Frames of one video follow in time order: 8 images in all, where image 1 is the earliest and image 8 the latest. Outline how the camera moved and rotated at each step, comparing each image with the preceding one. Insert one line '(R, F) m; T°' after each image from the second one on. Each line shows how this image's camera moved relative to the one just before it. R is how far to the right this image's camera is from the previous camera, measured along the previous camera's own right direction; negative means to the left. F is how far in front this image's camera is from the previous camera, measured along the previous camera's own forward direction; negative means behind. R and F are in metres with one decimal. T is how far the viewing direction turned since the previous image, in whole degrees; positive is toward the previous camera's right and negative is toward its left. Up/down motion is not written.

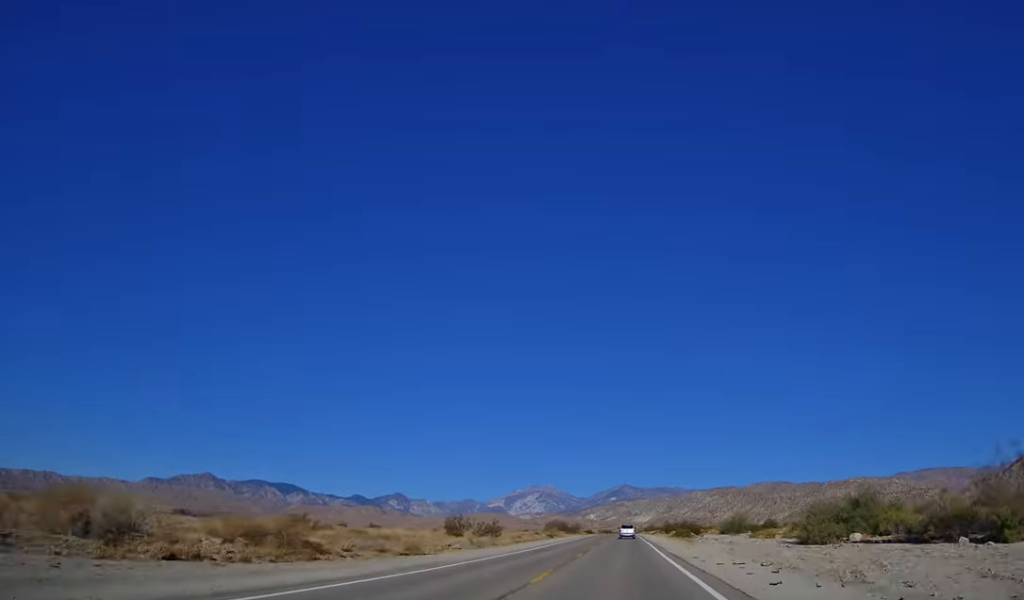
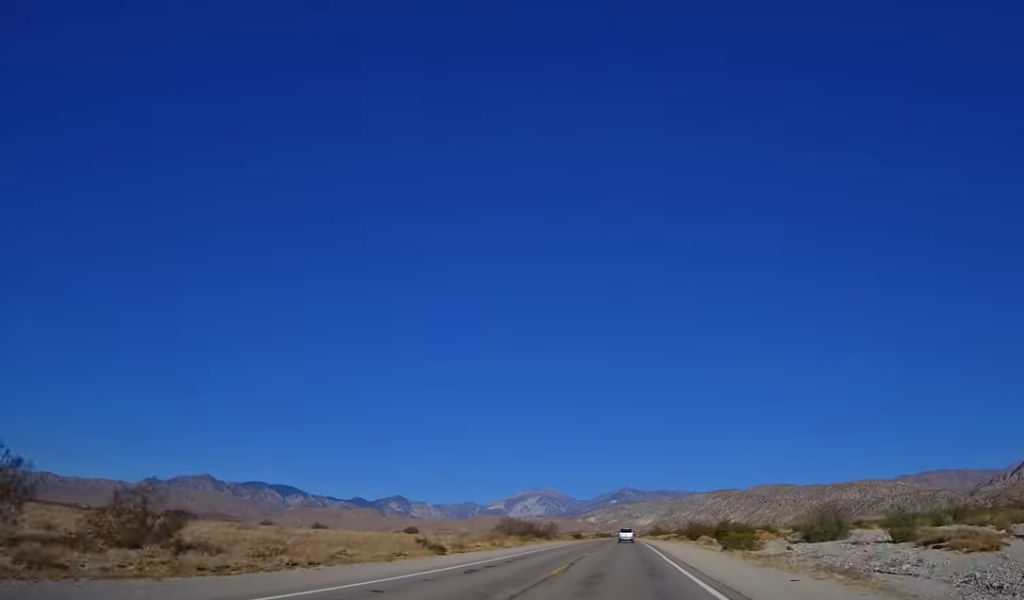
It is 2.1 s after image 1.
(-0.2, +52.5) m; -1°
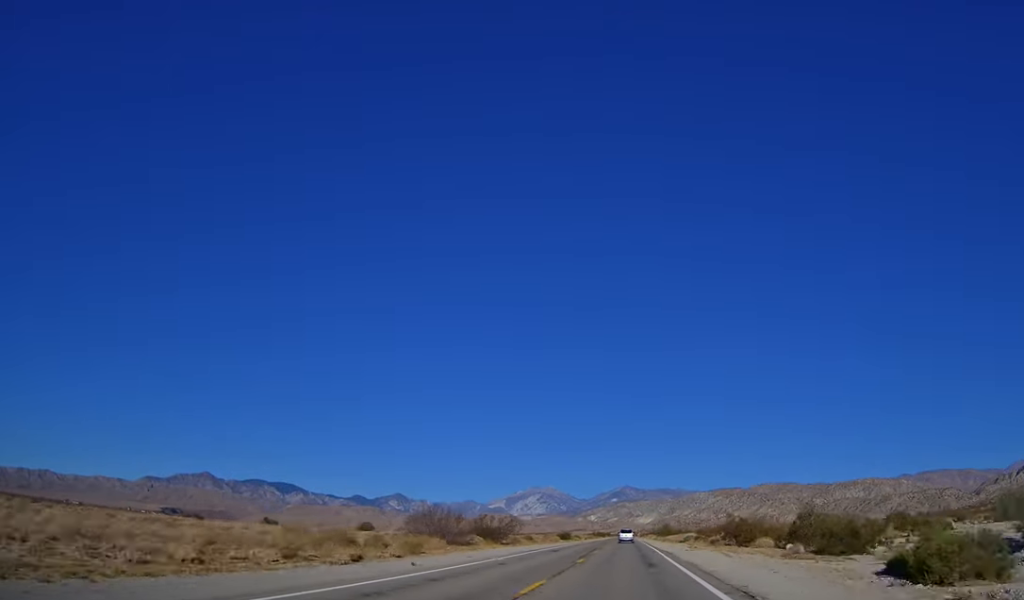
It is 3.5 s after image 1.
(-0.3, +35.5) m; 0°
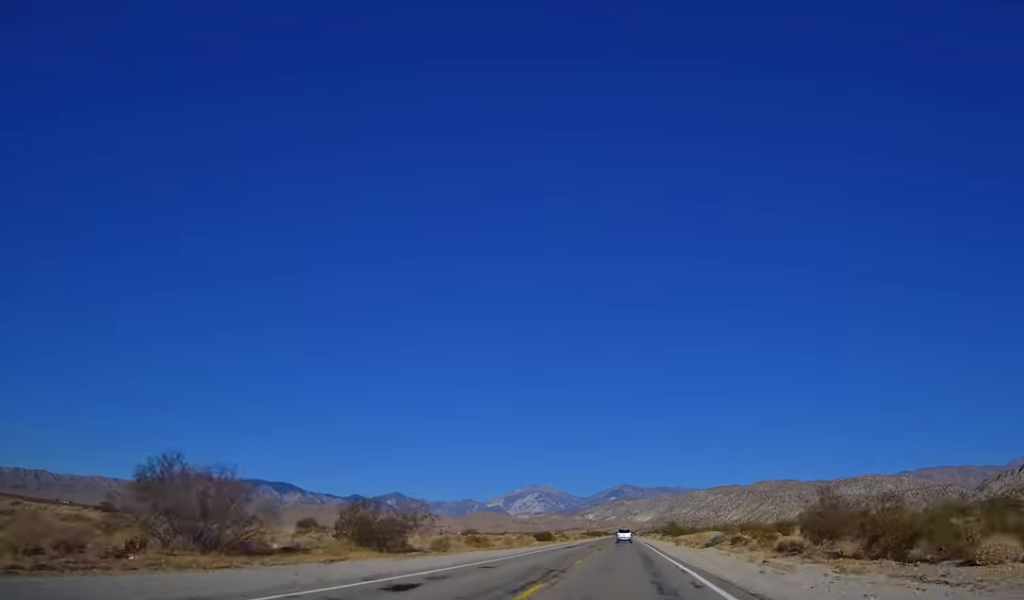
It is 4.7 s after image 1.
(+0.3, +30.2) m; 0°
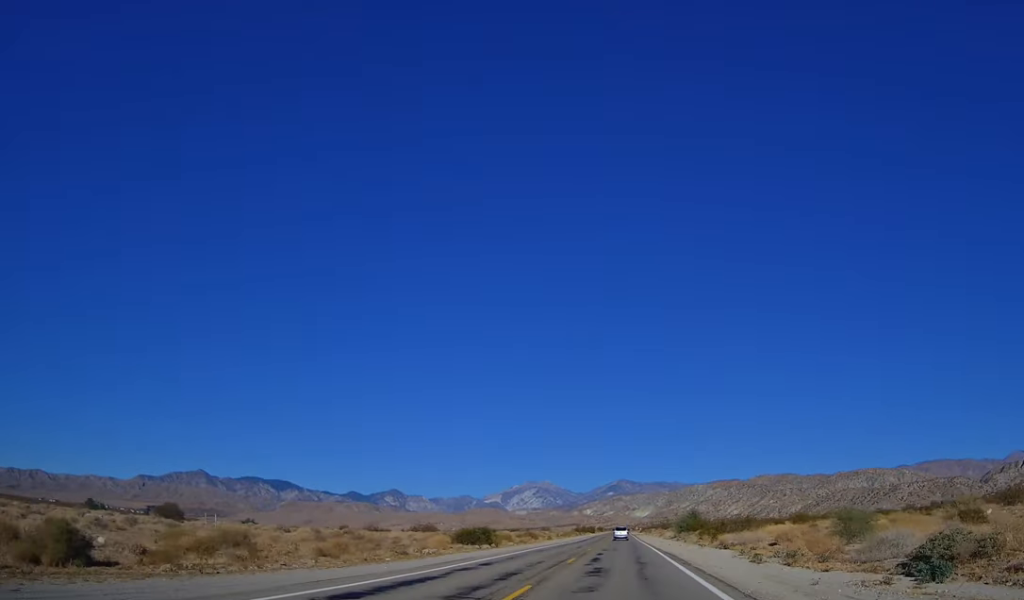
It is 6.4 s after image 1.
(-0.1, +43.5) m; 0°
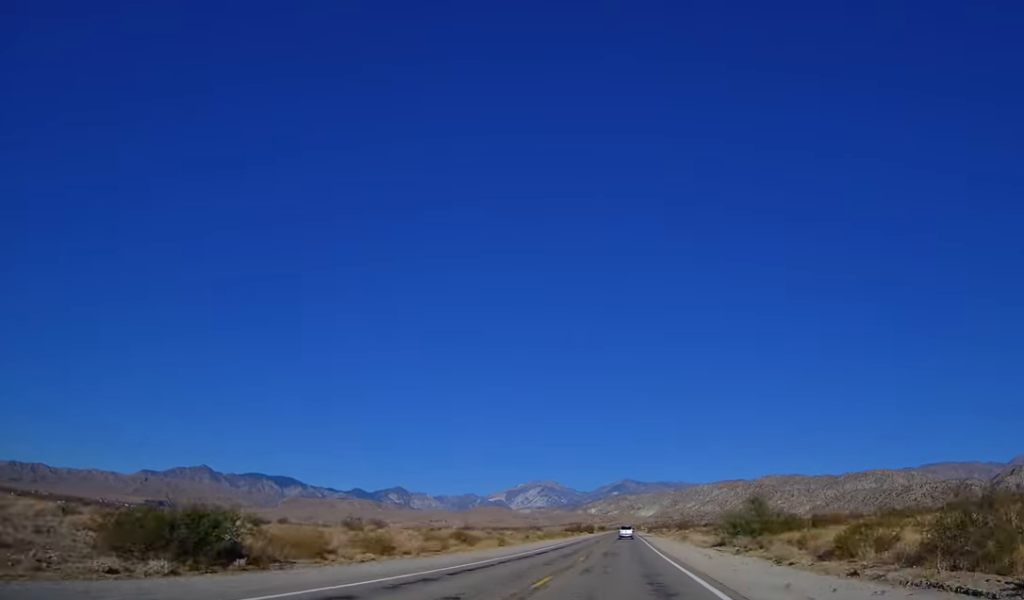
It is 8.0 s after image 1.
(-0.1, +40.0) m; 0°
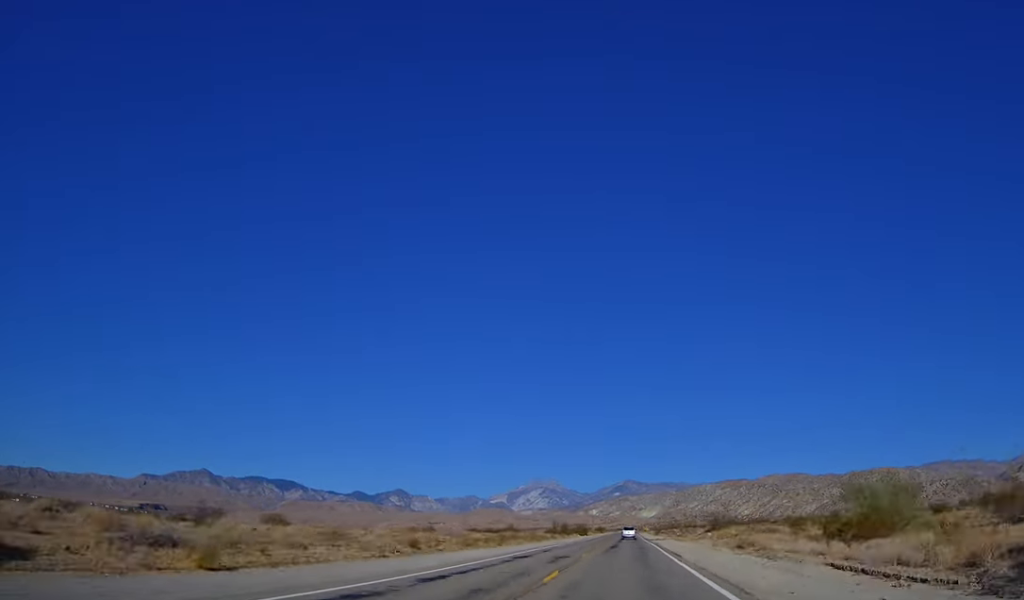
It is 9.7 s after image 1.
(+0.3, +41.5) m; 0°
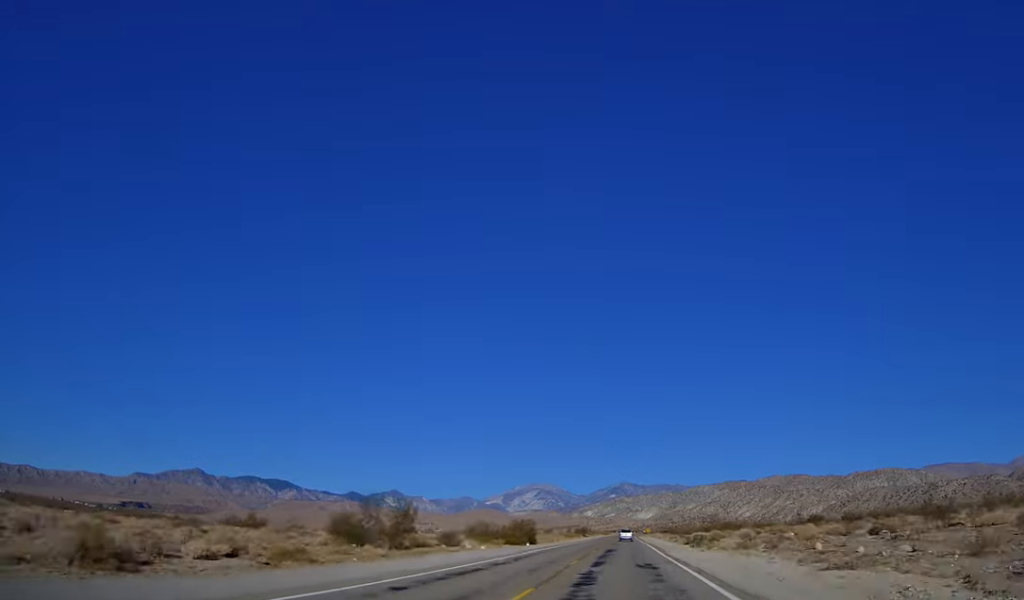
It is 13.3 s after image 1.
(-0.4, +91.7) m; 0°
